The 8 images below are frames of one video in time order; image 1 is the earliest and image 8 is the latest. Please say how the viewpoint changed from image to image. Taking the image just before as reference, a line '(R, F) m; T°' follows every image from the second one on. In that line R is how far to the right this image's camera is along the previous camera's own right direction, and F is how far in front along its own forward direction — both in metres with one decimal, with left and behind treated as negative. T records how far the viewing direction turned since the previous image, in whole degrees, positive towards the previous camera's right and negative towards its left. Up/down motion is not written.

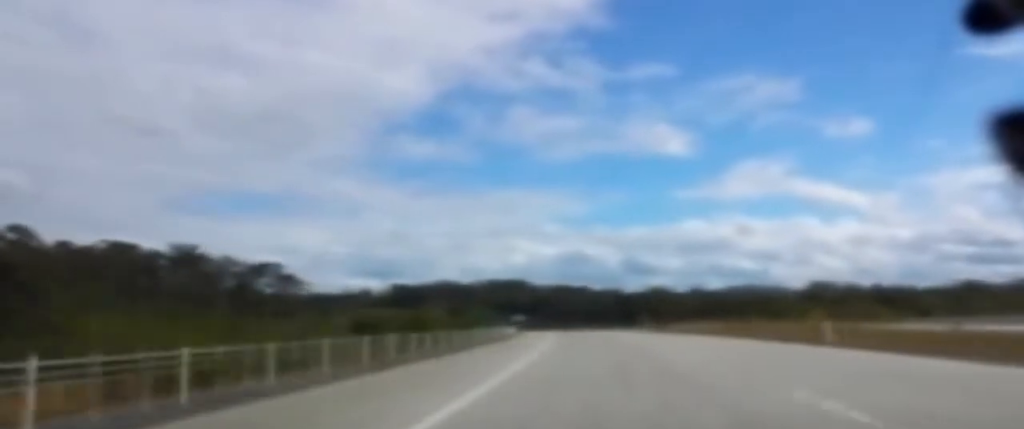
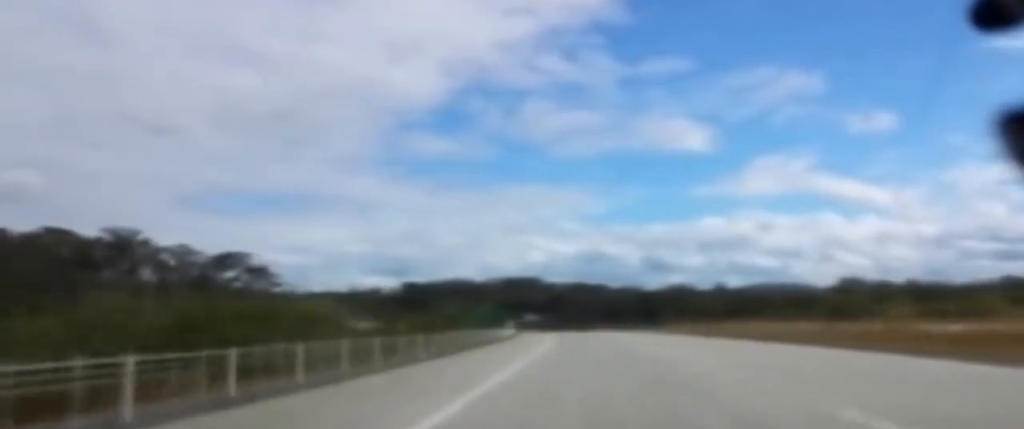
(-0.4, +25.4) m; -1°
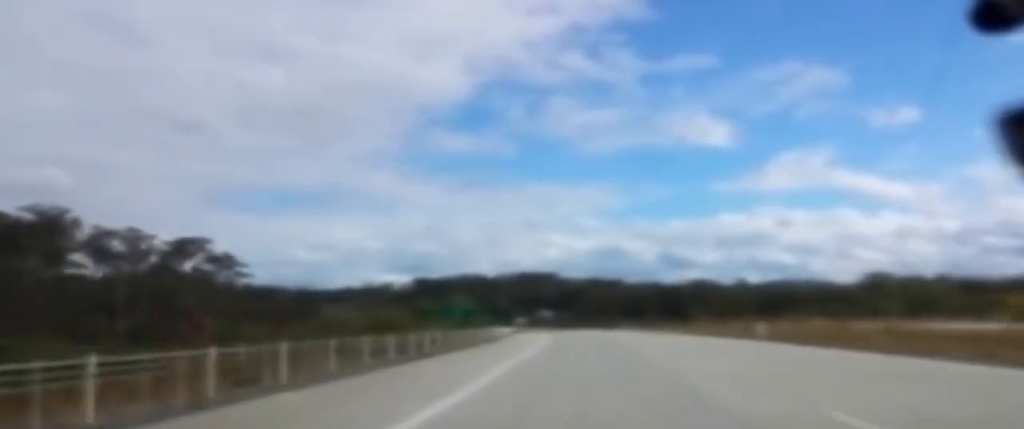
(-0.2, +24.4) m; -1°
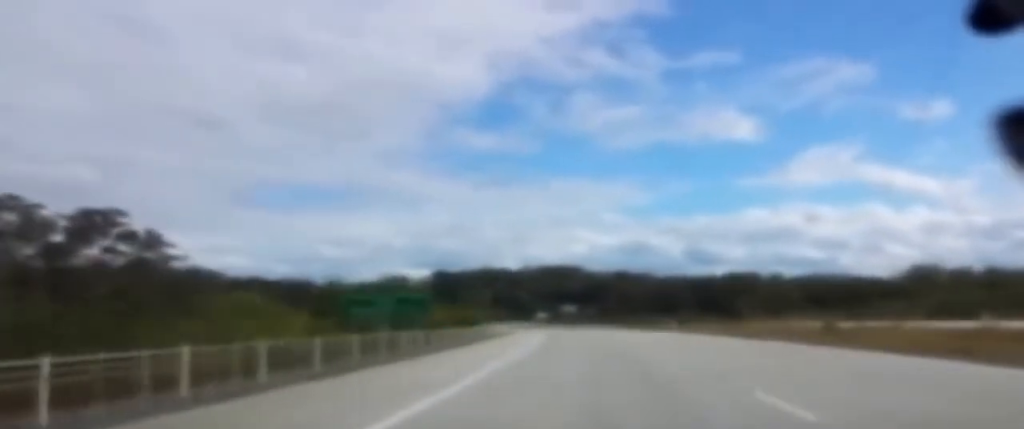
(-0.4, +33.4) m; -1°
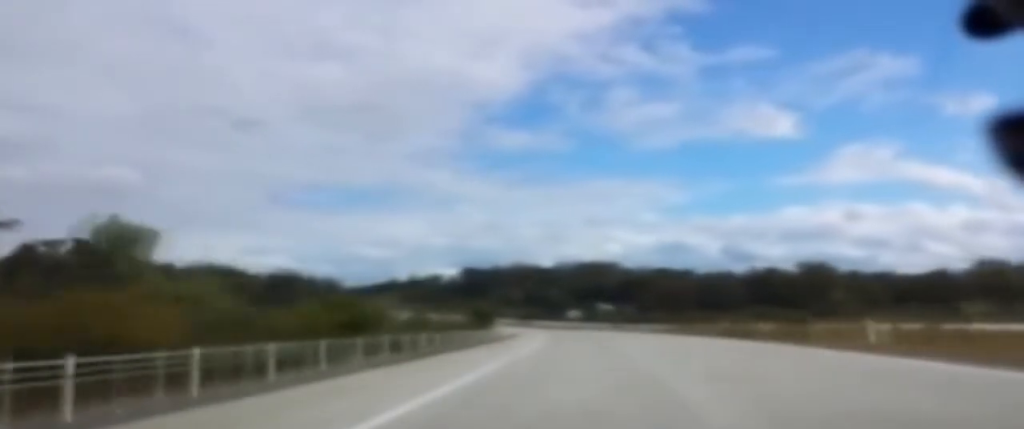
(-0.4, +41.4) m; -2°
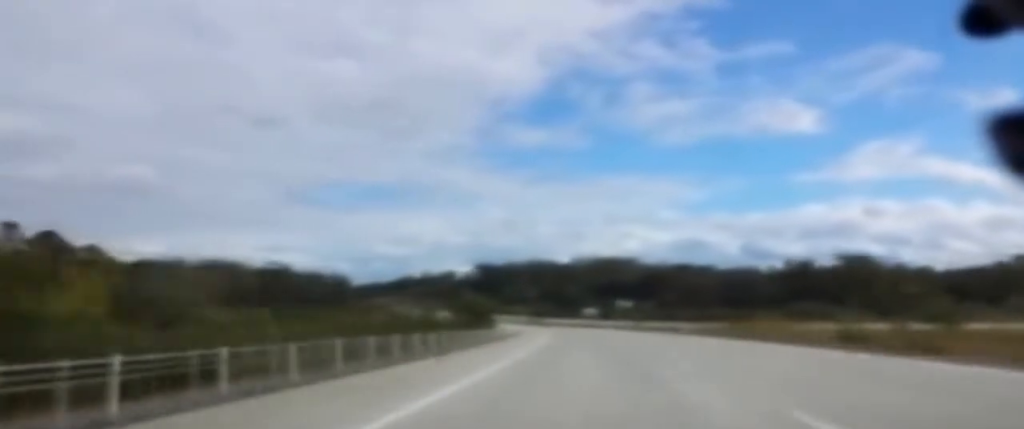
(-0.2, +20.2) m; -1°
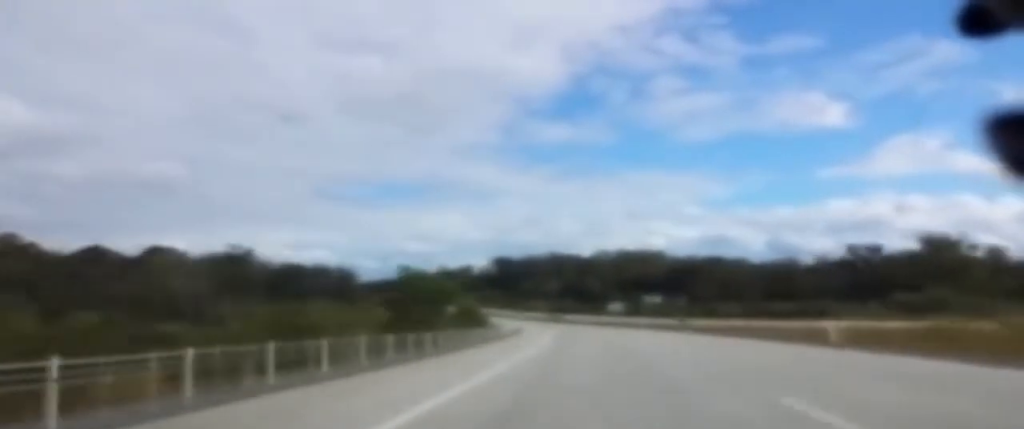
(-0.6, +34.5) m; -1°
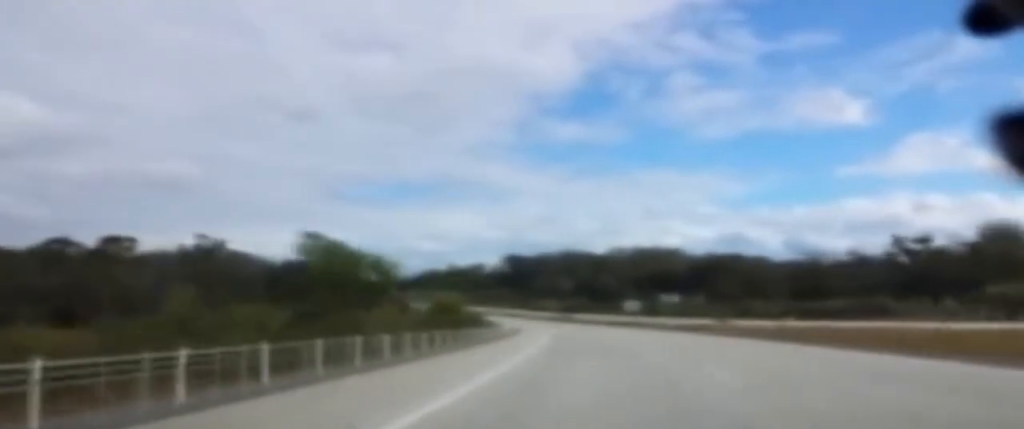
(-0.1, +18.3) m; -1°
